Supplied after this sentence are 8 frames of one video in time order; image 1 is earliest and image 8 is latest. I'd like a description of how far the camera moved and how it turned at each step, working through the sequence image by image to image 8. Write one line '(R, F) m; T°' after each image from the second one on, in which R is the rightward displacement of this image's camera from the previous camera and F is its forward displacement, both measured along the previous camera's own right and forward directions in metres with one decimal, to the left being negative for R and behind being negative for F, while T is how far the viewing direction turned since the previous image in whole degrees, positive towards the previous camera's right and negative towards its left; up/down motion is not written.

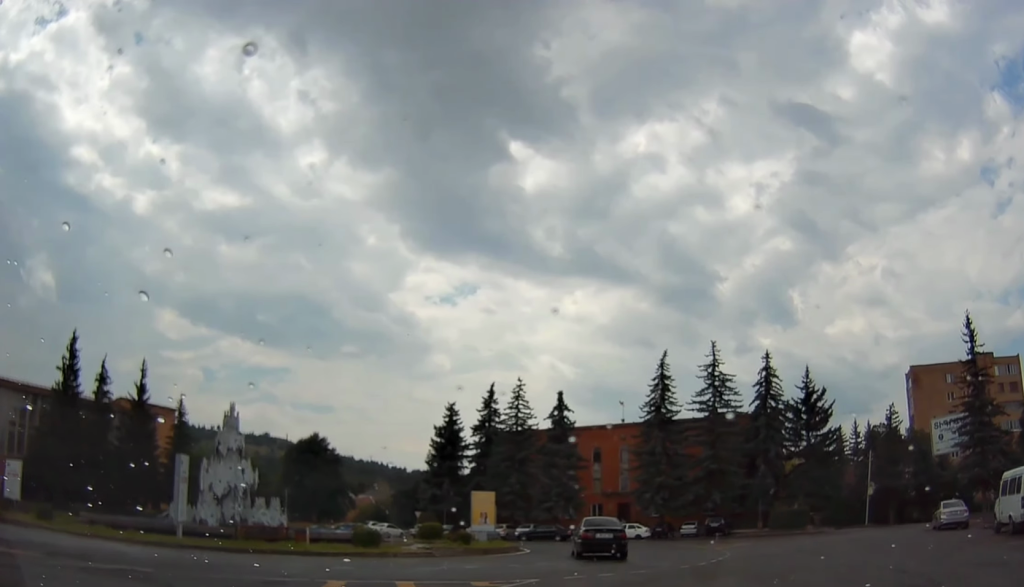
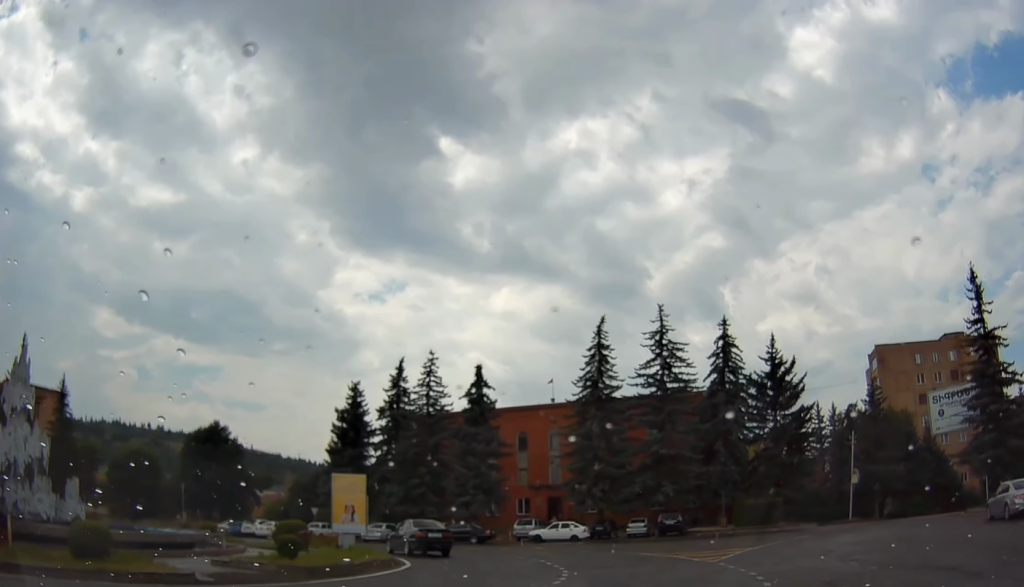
(+1.3, +12.0) m; +9°
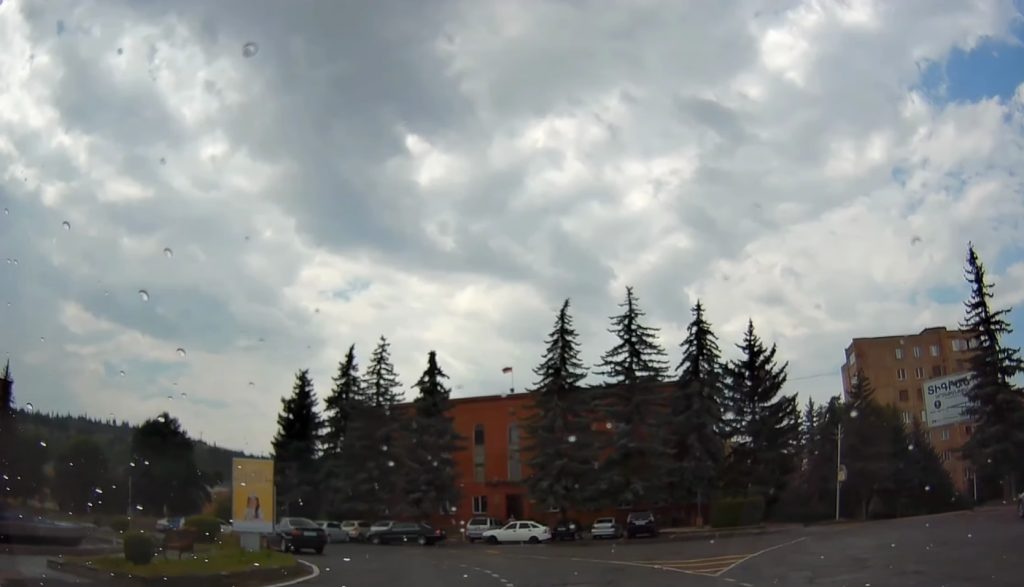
(-0.1, +5.0) m; +2°
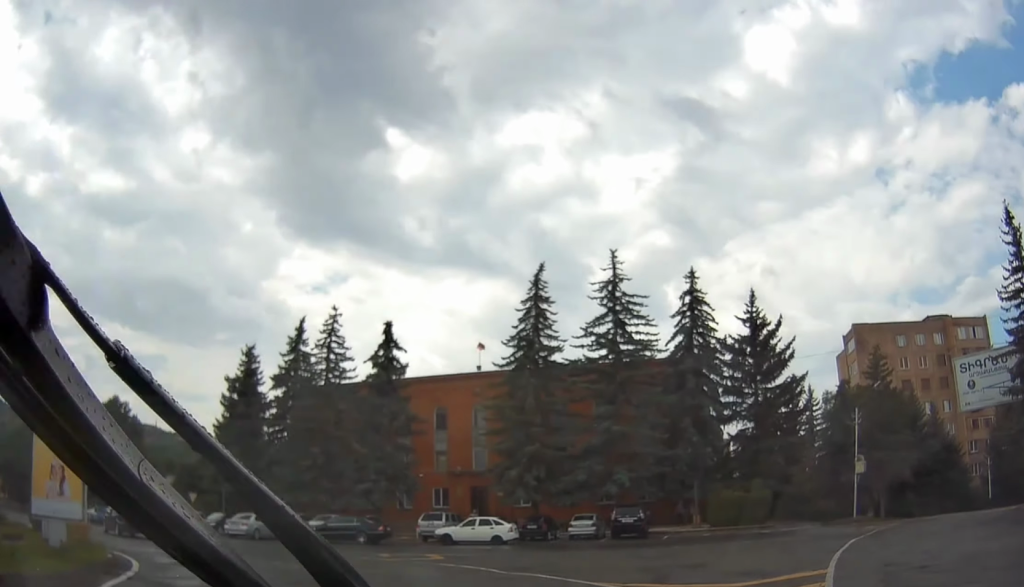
(+0.4, +7.2) m; +2°
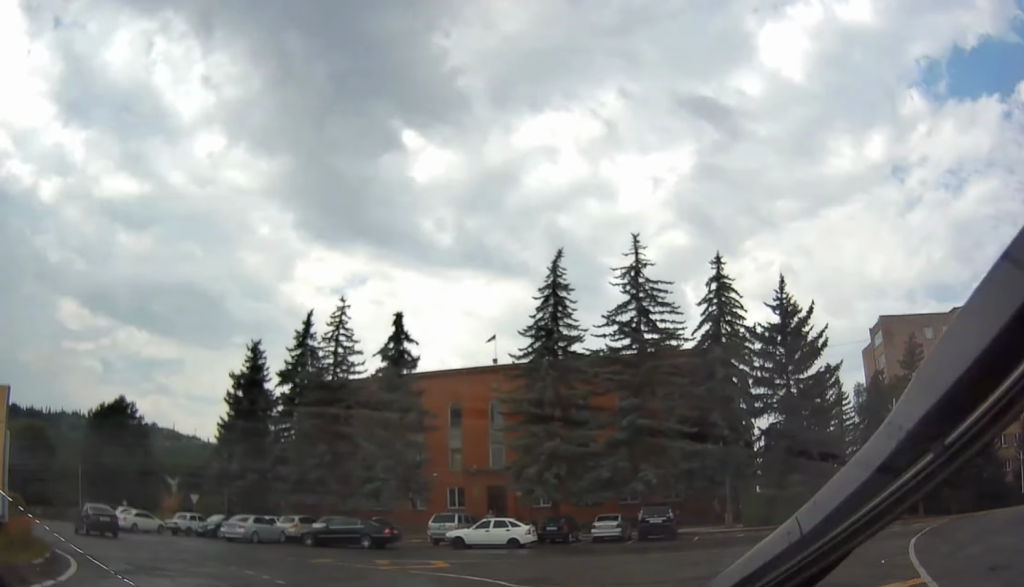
(0.0, +2.7) m; 0°
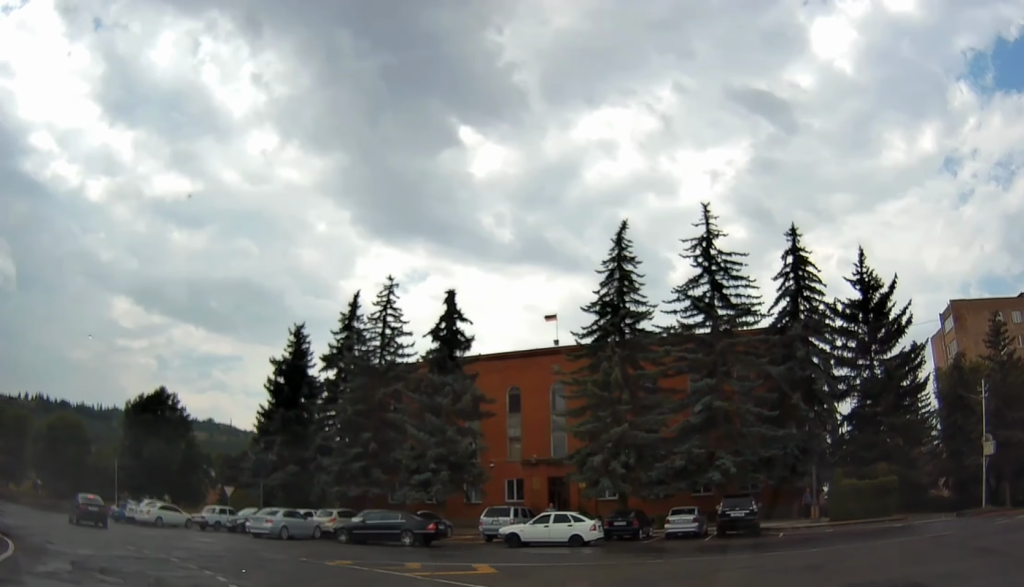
(-0.3, +4.0) m; -1°
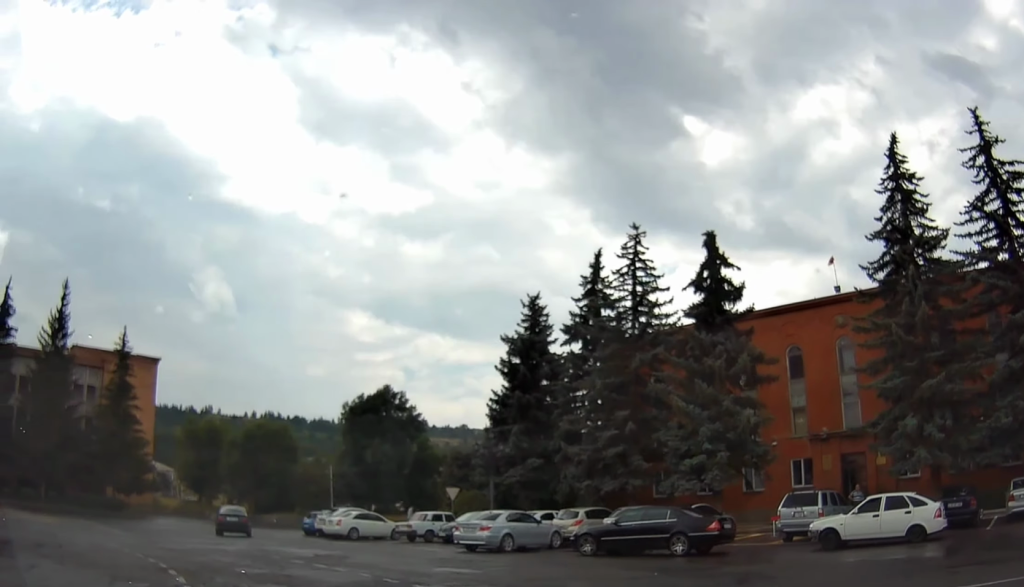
(-0.1, +8.8) m; -12°
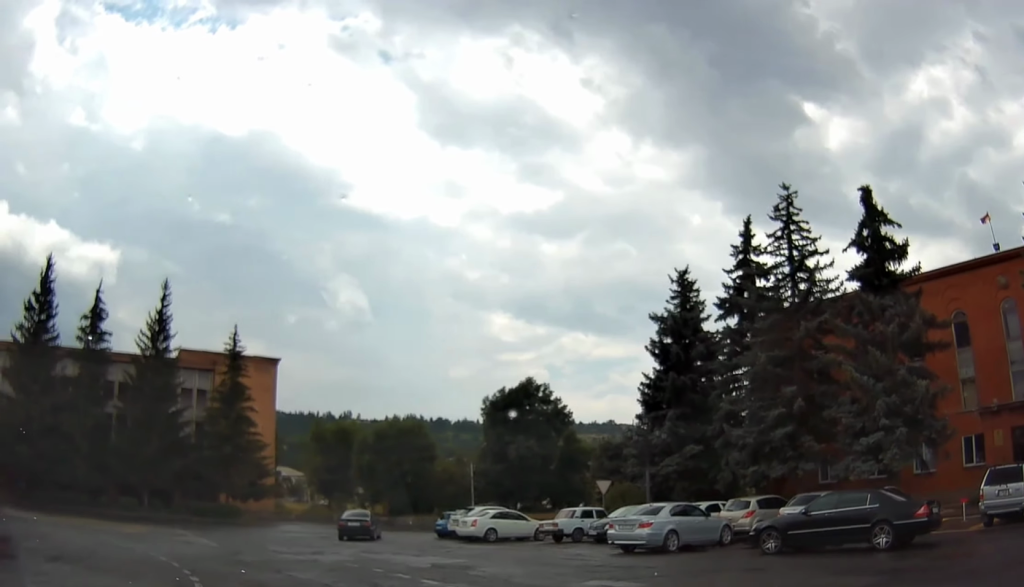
(-0.8, +4.1) m; -10°
